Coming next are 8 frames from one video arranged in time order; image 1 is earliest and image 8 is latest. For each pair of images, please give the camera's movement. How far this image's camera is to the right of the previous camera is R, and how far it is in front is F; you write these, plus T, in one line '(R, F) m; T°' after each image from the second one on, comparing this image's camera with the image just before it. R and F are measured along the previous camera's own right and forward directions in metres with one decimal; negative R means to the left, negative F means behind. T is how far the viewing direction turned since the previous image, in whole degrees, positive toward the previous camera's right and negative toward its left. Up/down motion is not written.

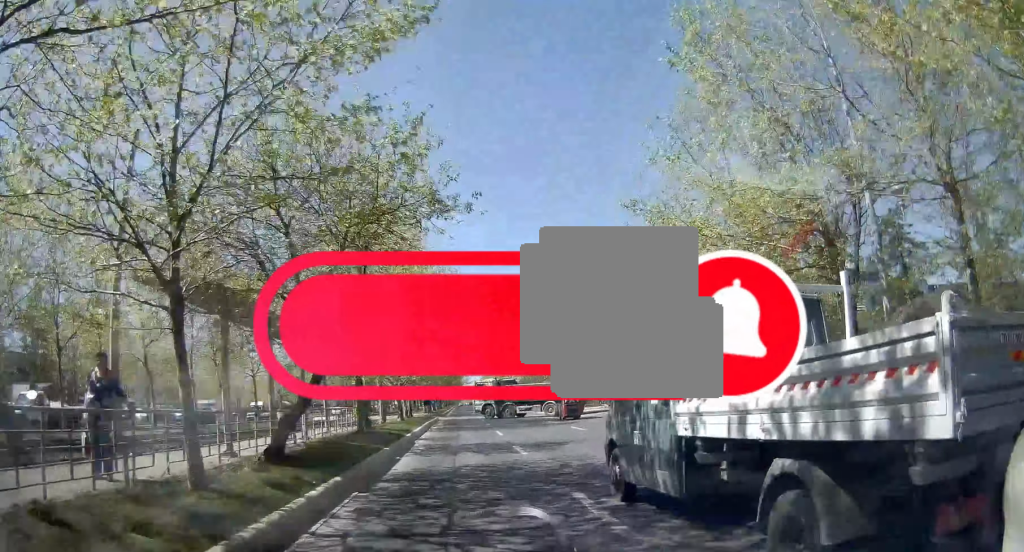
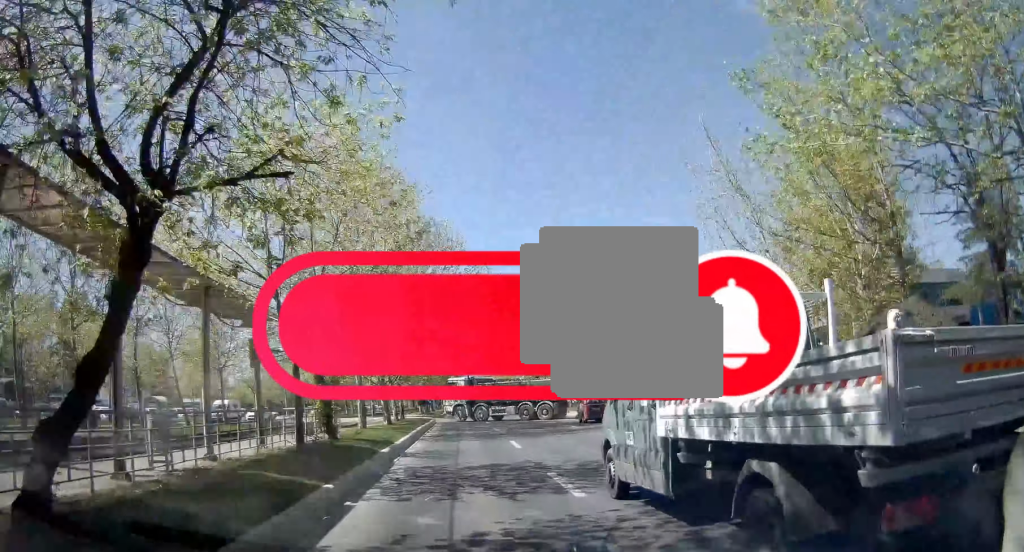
(-0.1, +8.5) m; -1°
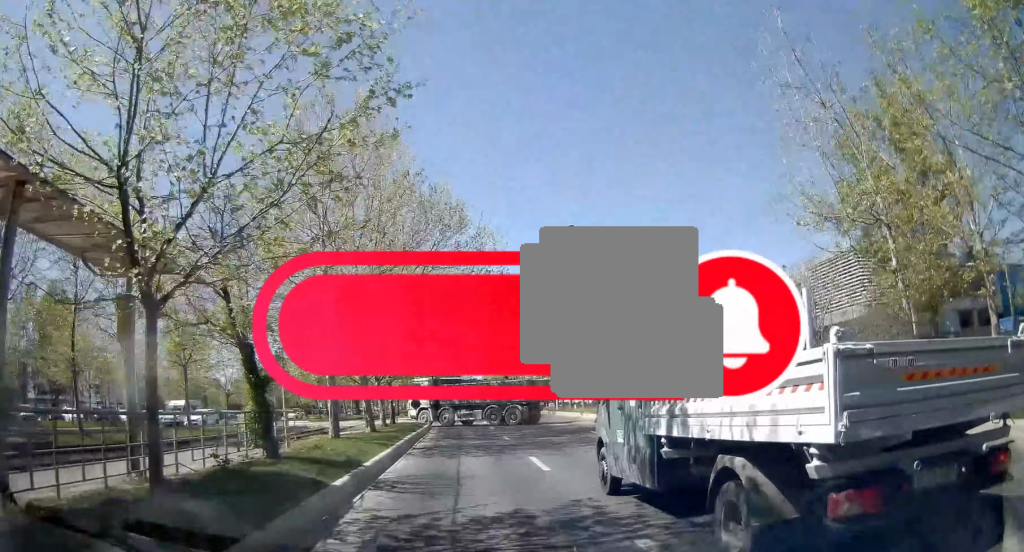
(-0.1, +6.9) m; -2°
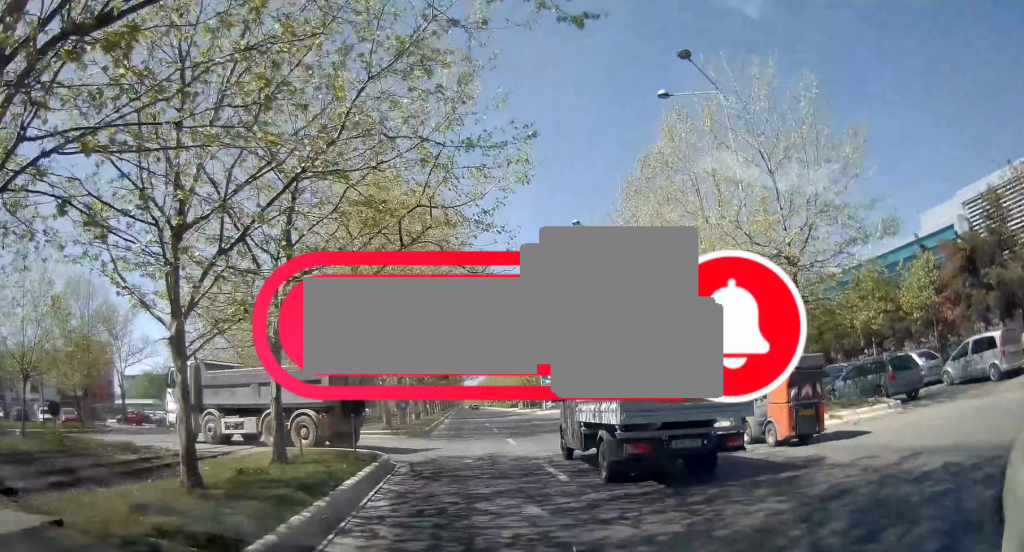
(+0.2, +22.7) m; +1°
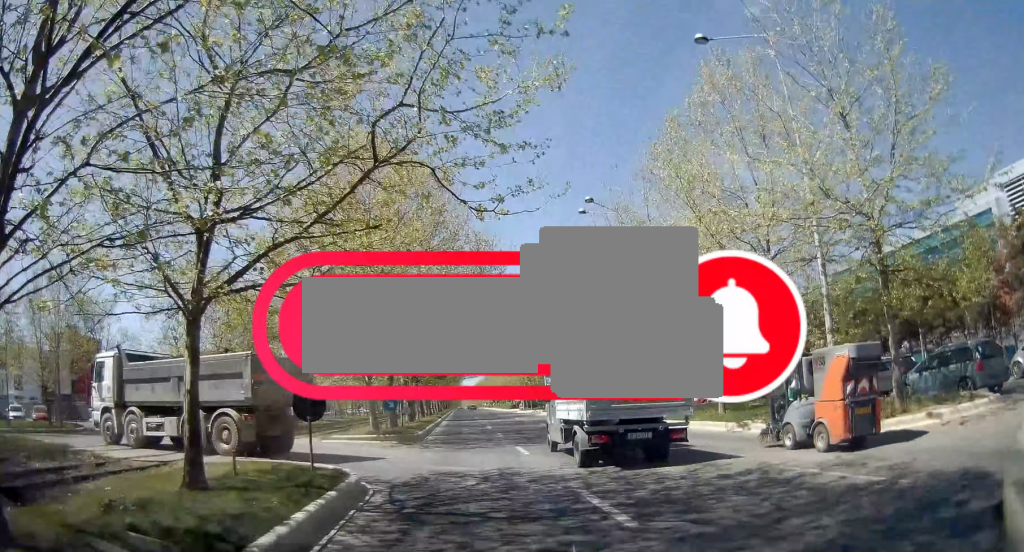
(-0.2, +4.0) m; -2°
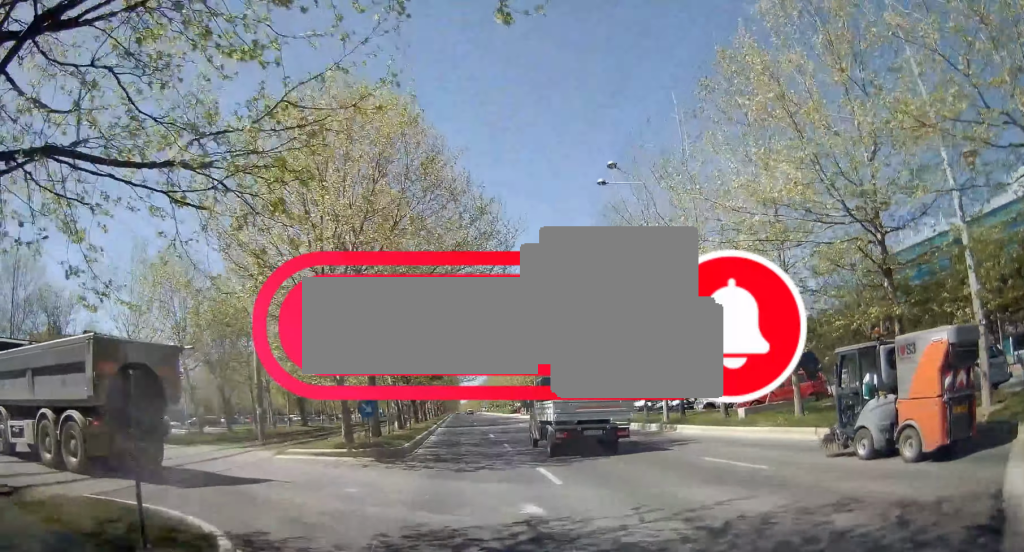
(0.0, +5.5) m; 0°
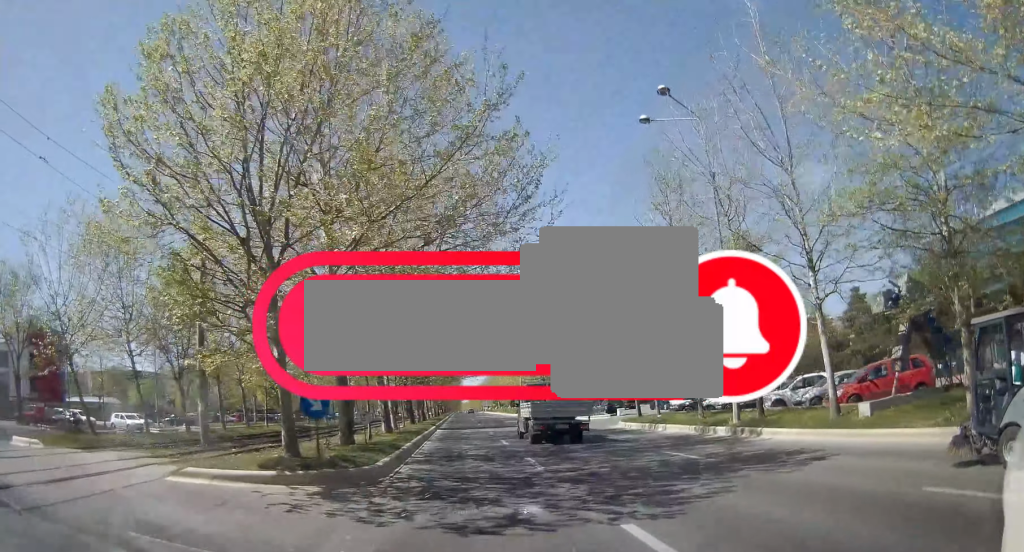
(0.0, +6.5) m; +2°
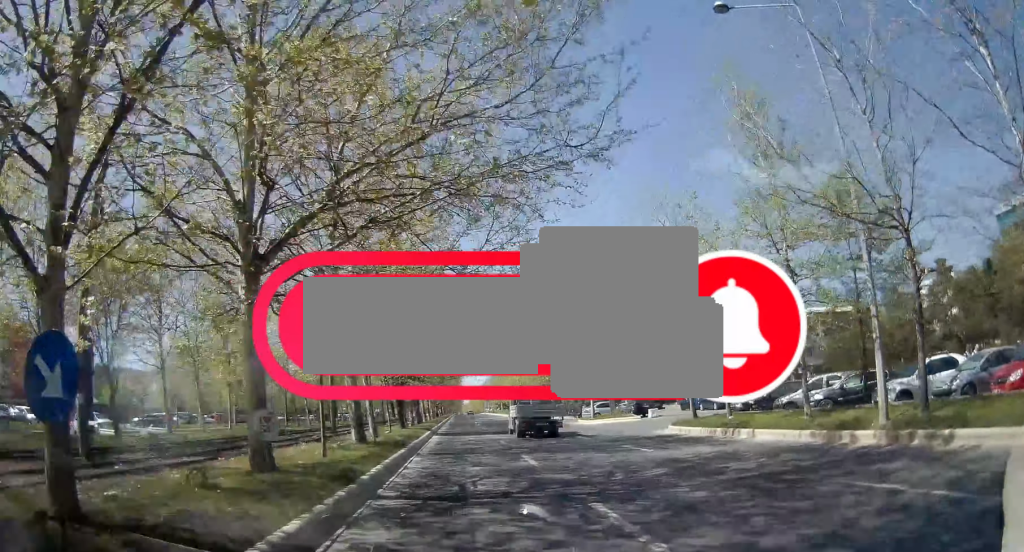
(+0.2, +7.2) m; +3°
